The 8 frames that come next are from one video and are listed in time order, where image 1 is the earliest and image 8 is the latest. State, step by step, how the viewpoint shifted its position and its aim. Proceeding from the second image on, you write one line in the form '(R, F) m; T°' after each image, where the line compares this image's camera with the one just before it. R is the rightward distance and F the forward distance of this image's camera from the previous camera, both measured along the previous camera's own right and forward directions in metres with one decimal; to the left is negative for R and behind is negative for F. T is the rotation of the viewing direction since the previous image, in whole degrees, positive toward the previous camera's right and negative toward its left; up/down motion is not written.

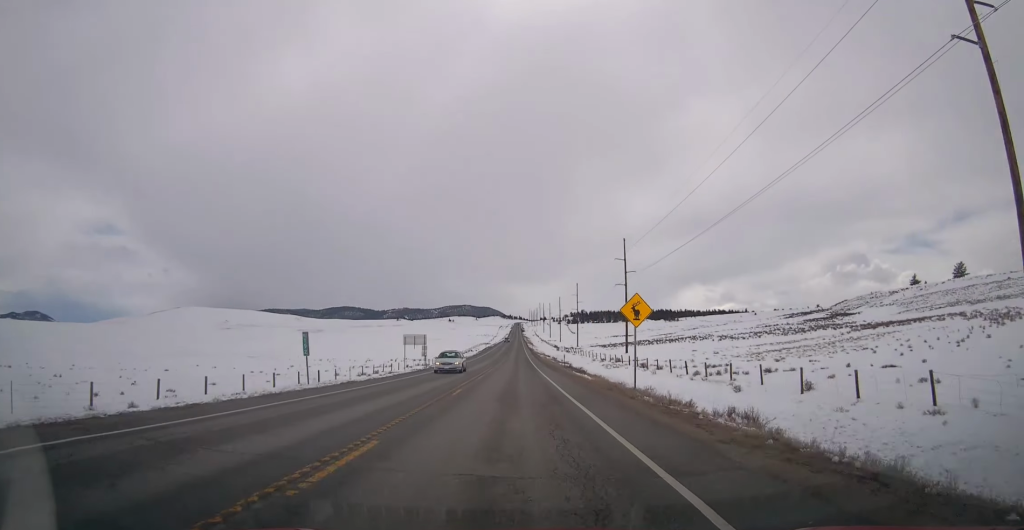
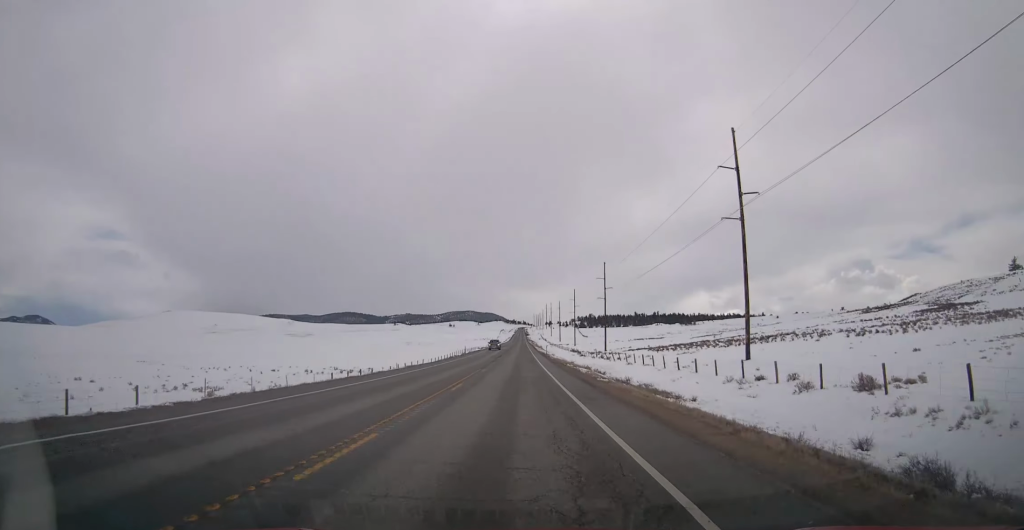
(-0.5, +59.0) m; -1°
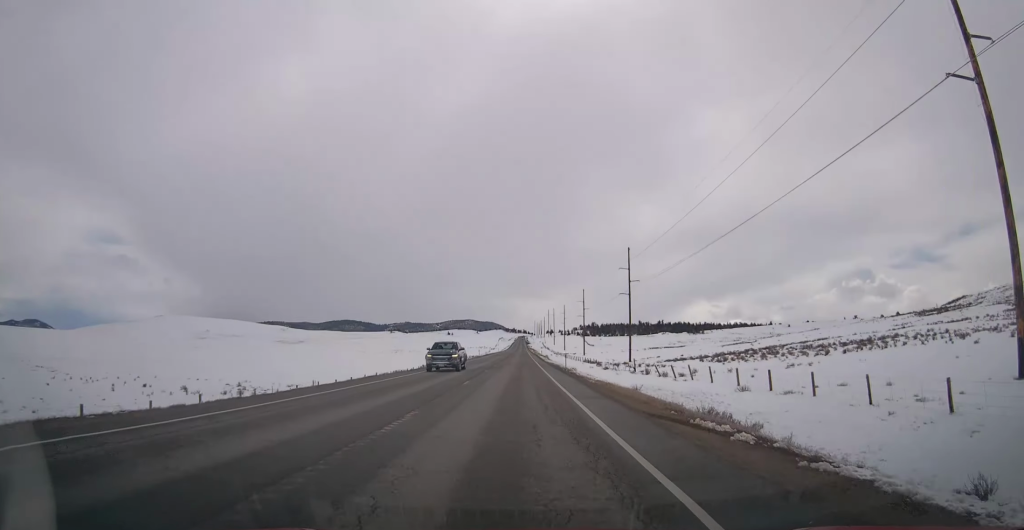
(+0.4, +33.3) m; 0°
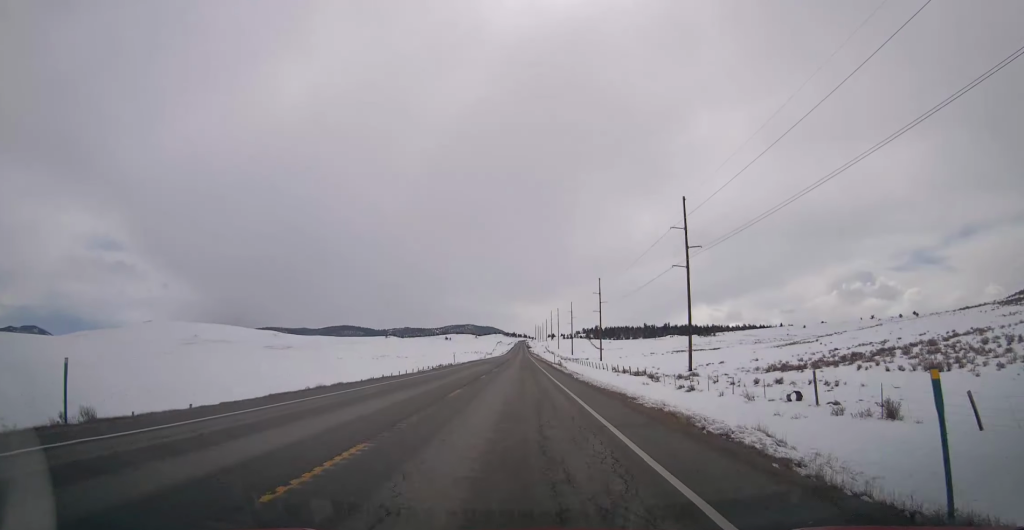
(-0.4, +39.4) m; 0°
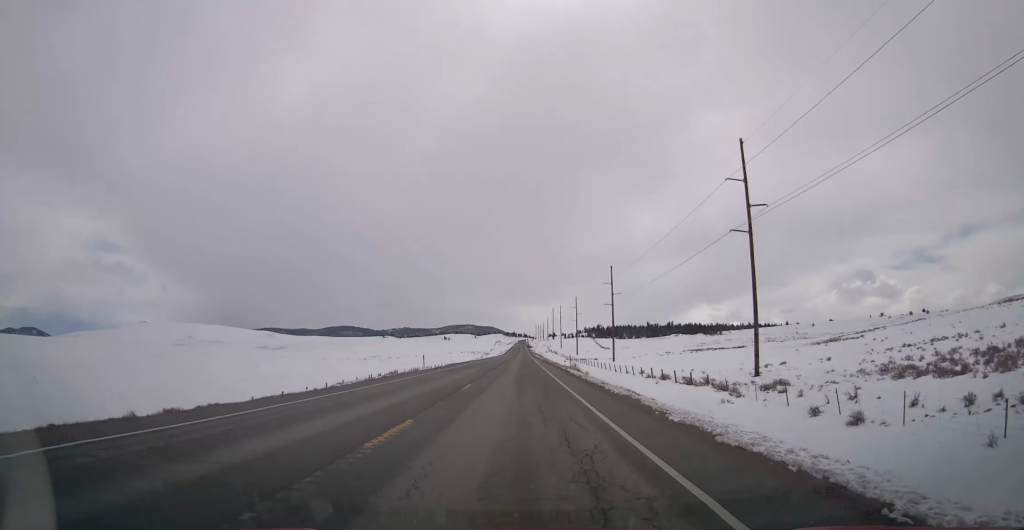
(+0.3, +21.7) m; +1°
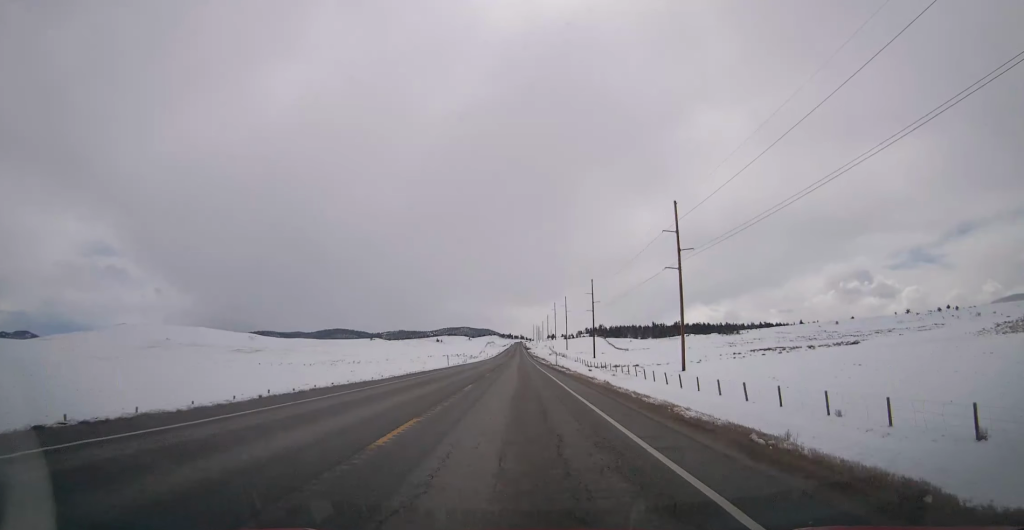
(-1.3, +60.9) m; -1°
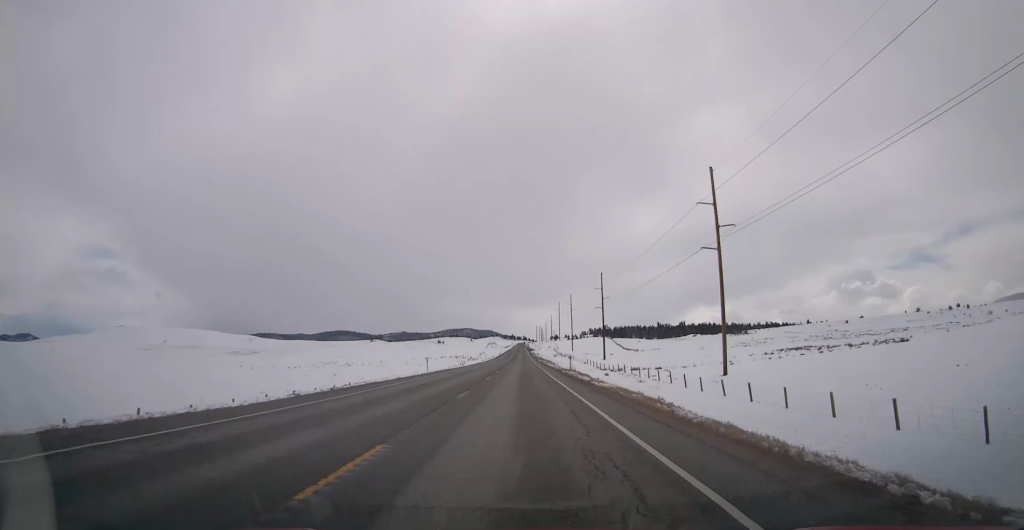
(+0.2, +14.5) m; 0°
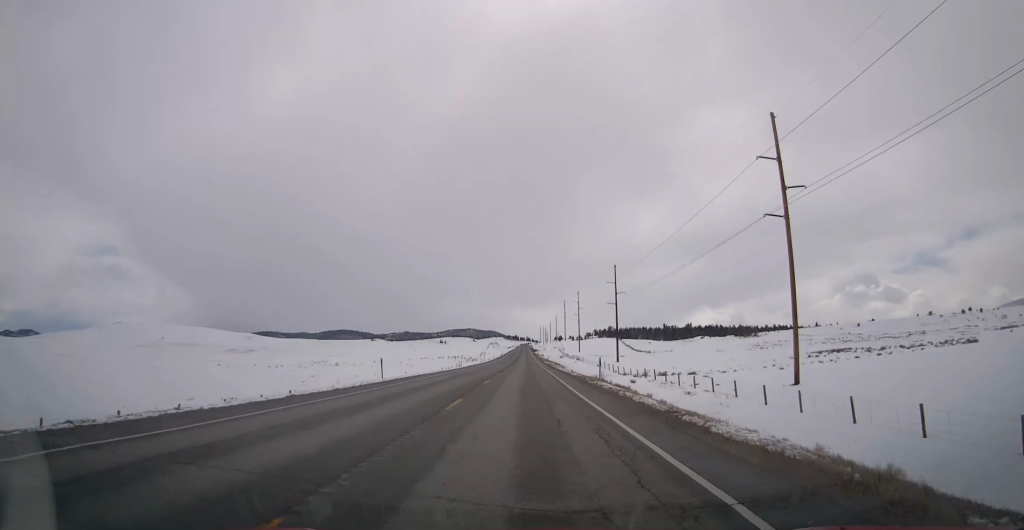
(+0.3, +16.4) m; 0°
